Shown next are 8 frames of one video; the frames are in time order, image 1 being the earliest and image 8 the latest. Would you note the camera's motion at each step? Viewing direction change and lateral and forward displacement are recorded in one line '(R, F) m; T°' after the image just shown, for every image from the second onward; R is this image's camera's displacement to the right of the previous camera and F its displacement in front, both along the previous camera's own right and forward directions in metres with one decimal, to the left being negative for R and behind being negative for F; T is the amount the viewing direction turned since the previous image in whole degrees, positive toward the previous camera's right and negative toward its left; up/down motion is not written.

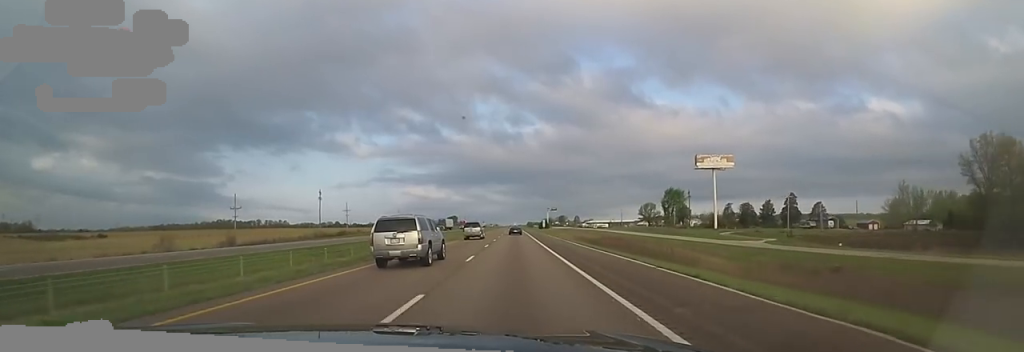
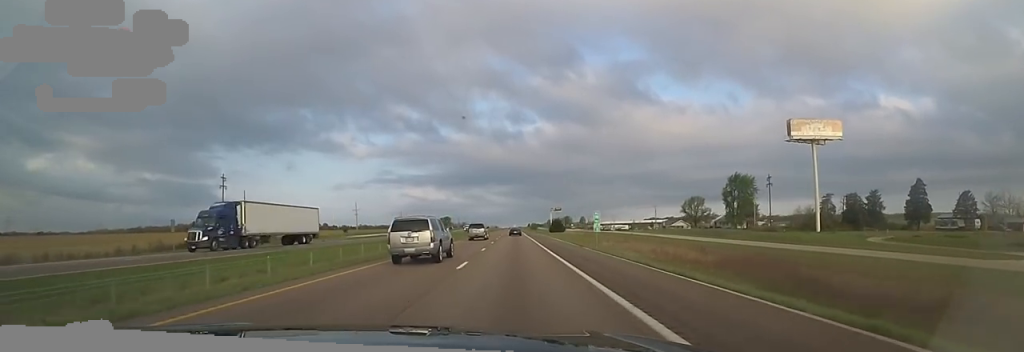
(-0.1, +64.1) m; 0°
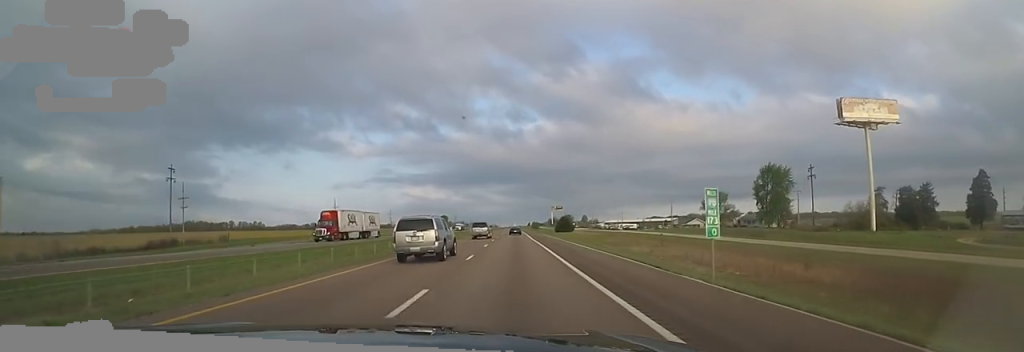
(-0.4, +20.6) m; -1°
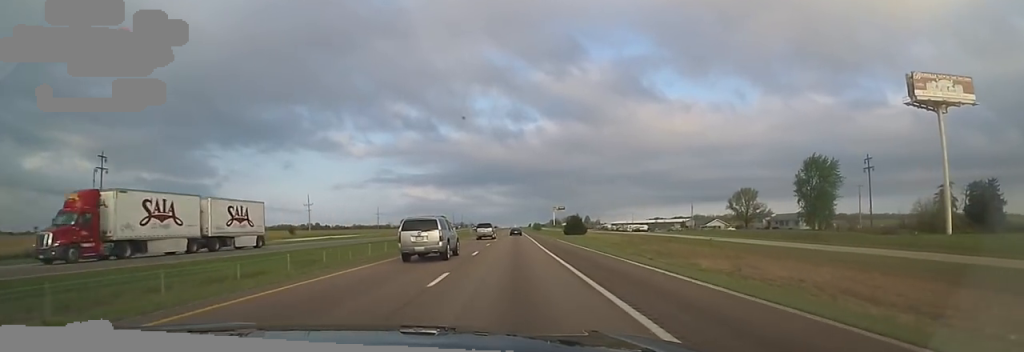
(-0.4, +20.5) m; -1°
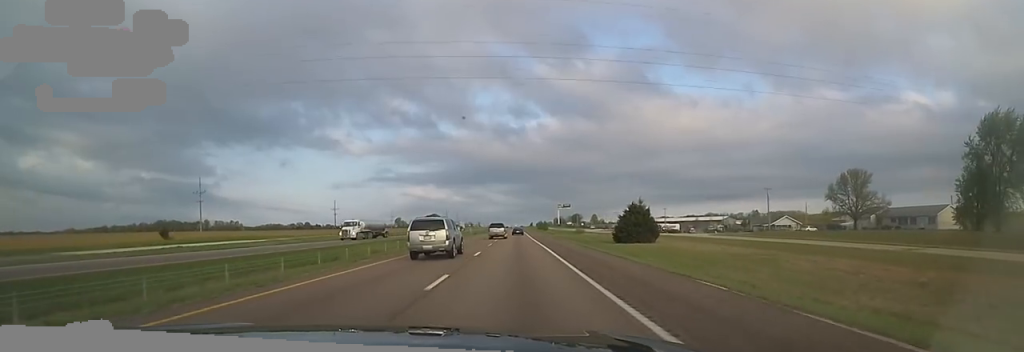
(+1.1, +49.2) m; +2°
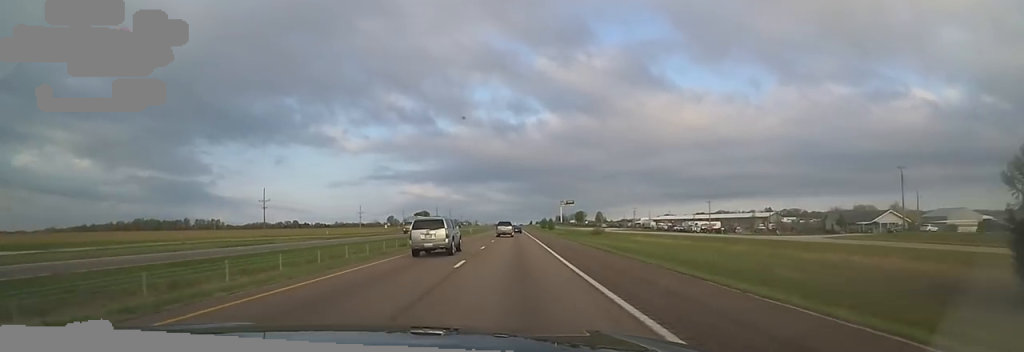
(-0.3, +43.7) m; -1°
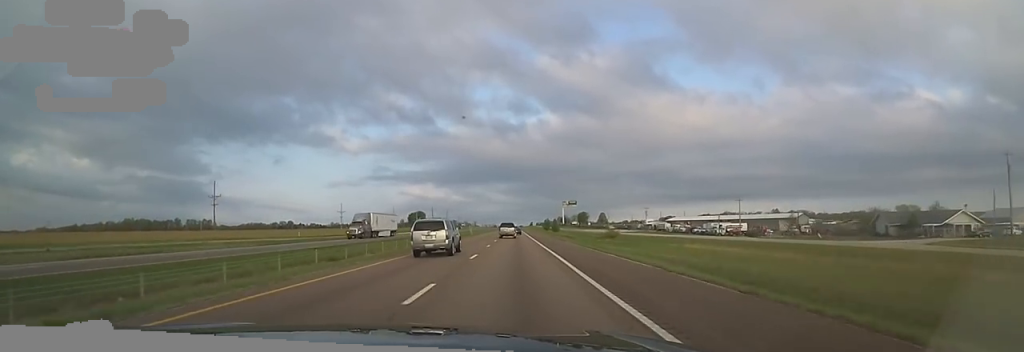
(-0.2, +19.6) m; 0°
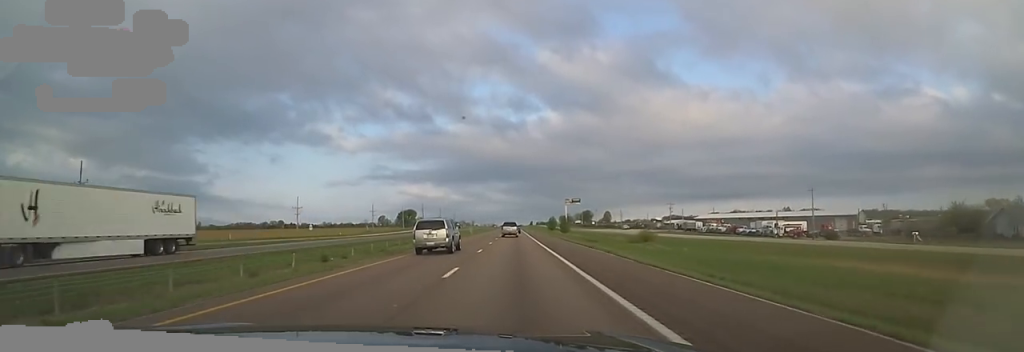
(+0.2, +32.5) m; +1°
